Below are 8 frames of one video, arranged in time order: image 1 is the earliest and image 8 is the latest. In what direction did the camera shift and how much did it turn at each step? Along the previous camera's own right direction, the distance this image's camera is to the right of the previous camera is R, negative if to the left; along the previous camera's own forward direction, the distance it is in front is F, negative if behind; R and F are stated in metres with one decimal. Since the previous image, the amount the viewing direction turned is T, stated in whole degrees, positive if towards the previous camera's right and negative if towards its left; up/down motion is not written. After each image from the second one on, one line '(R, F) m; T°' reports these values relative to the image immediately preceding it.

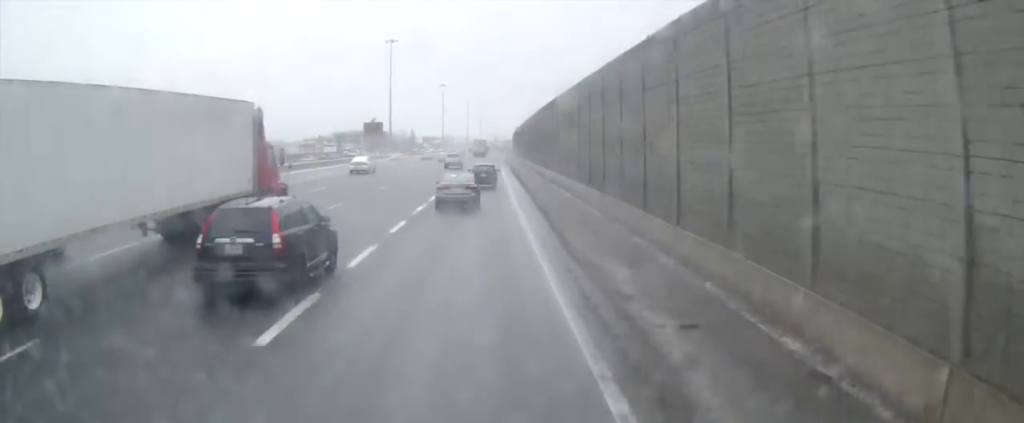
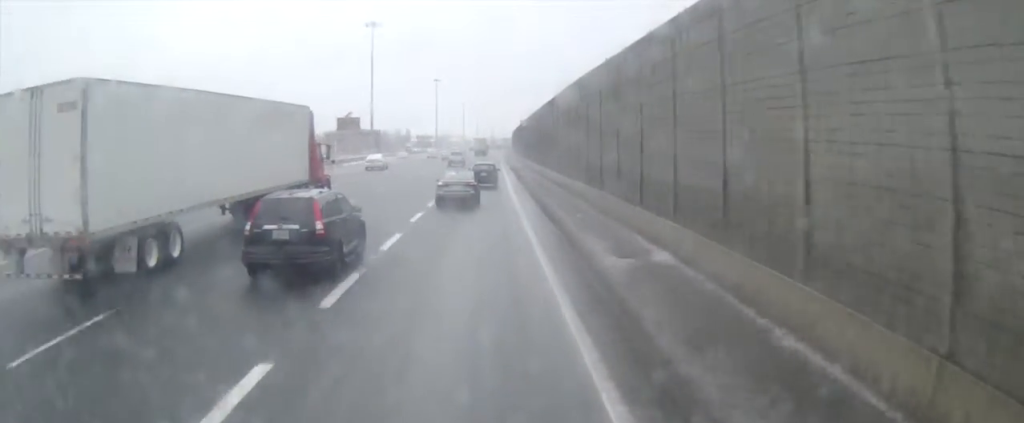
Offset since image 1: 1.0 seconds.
(+0.1, +21.7) m; 0°
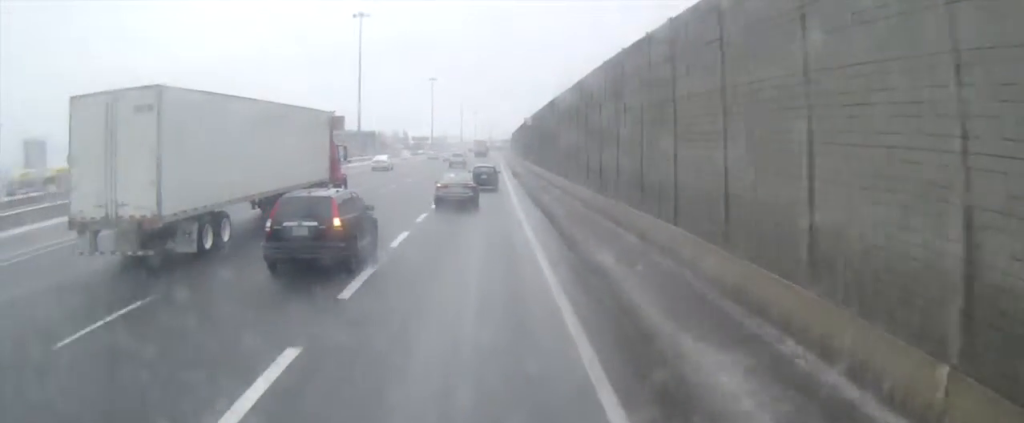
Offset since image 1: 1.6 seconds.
(0.0, +11.2) m; 0°
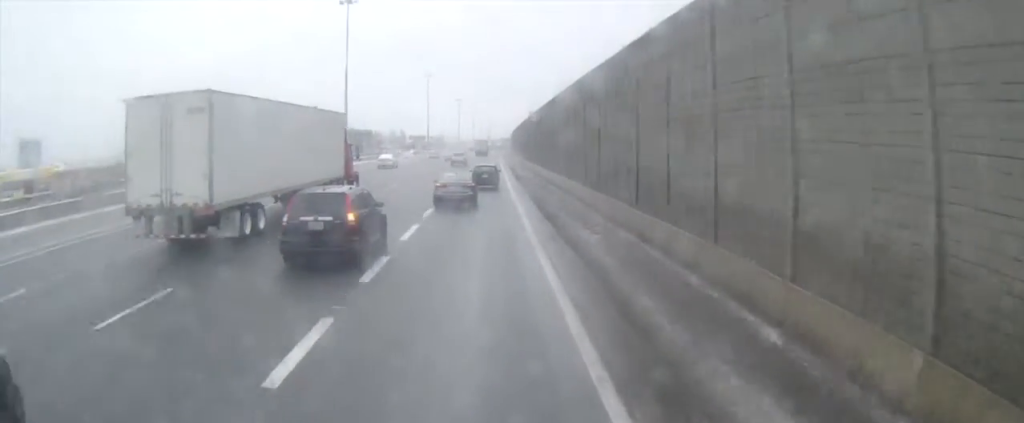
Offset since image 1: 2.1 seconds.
(0.0, +10.5) m; 0°
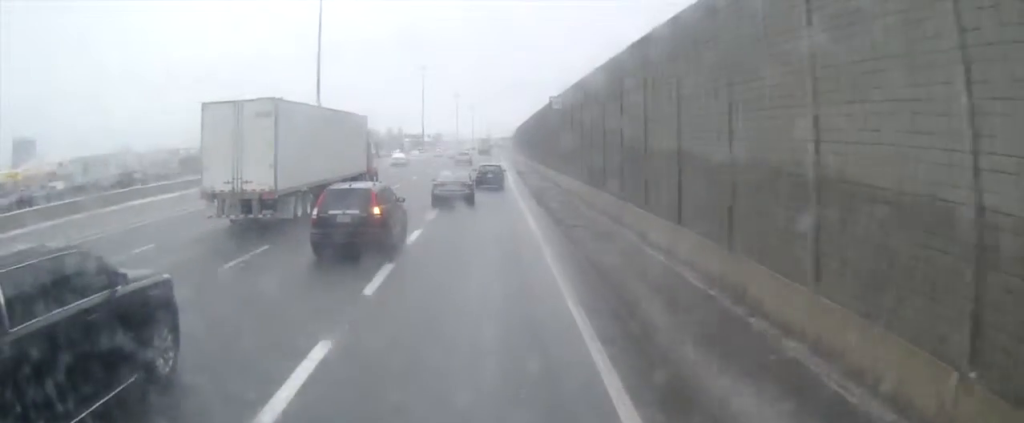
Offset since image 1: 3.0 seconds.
(-0.1, +18.9) m; 0°
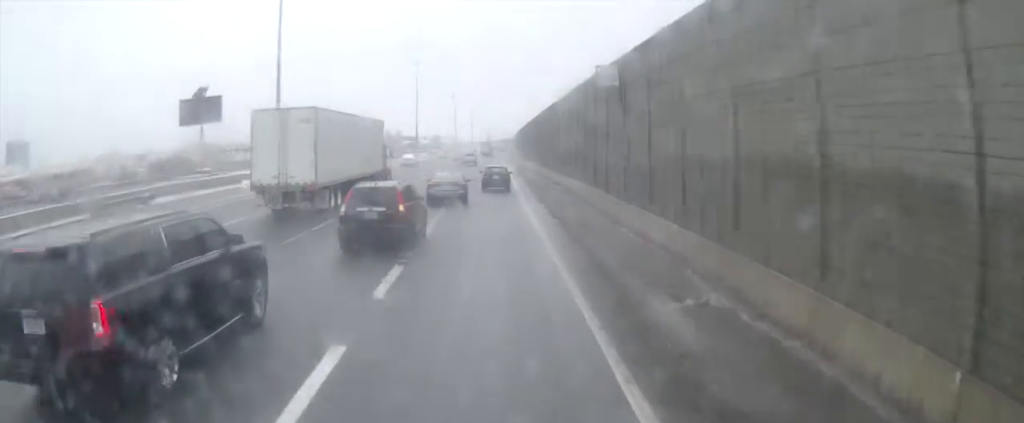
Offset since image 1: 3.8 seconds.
(0.0, +18.3) m; 0°
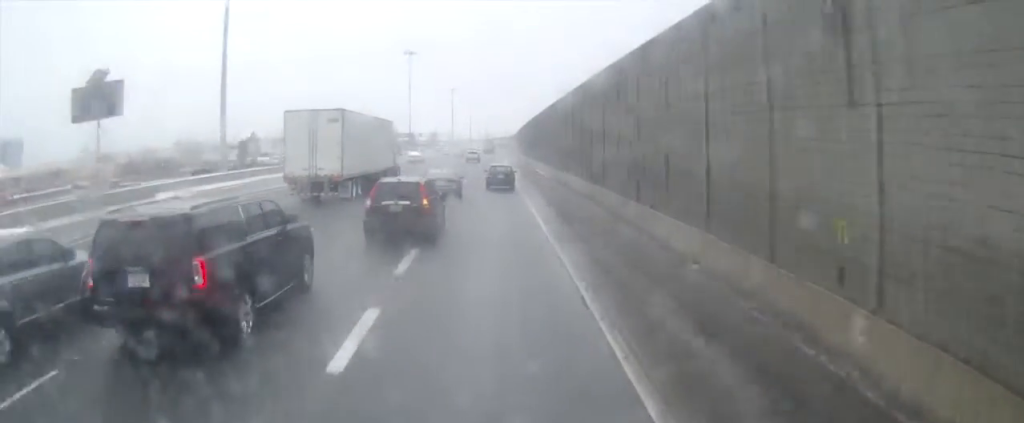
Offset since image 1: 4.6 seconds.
(+0.1, +16.2) m; 0°
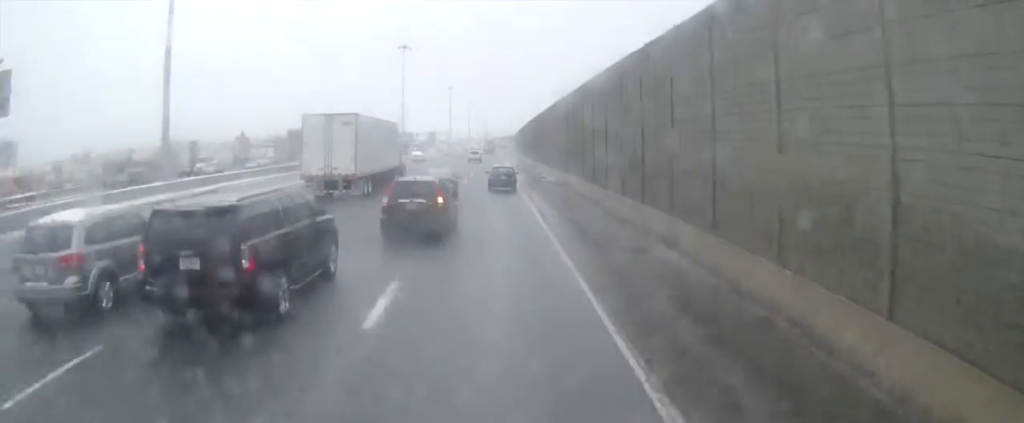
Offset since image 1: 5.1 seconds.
(0.0, +11.3) m; 0°
